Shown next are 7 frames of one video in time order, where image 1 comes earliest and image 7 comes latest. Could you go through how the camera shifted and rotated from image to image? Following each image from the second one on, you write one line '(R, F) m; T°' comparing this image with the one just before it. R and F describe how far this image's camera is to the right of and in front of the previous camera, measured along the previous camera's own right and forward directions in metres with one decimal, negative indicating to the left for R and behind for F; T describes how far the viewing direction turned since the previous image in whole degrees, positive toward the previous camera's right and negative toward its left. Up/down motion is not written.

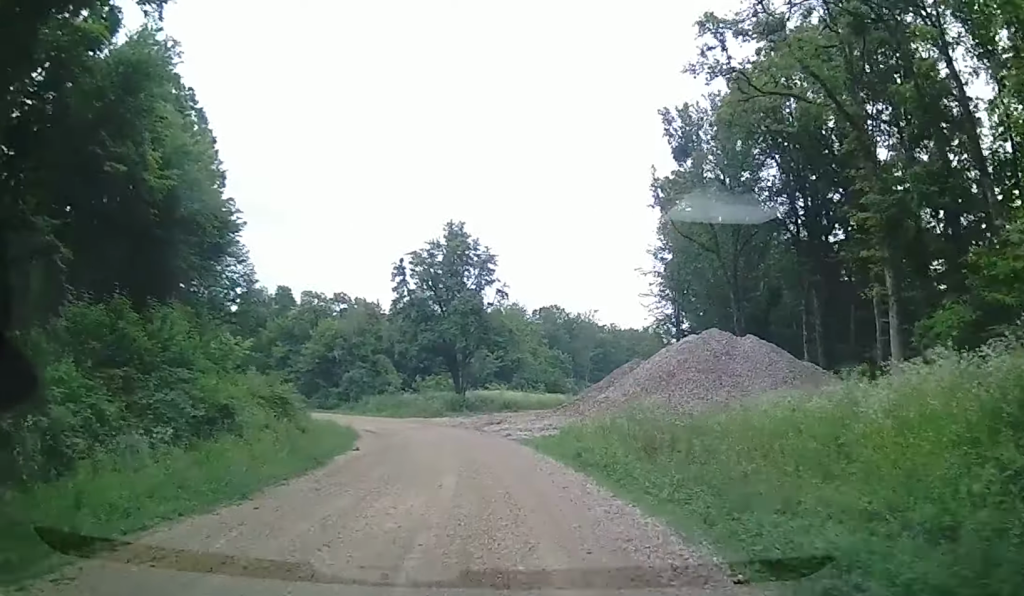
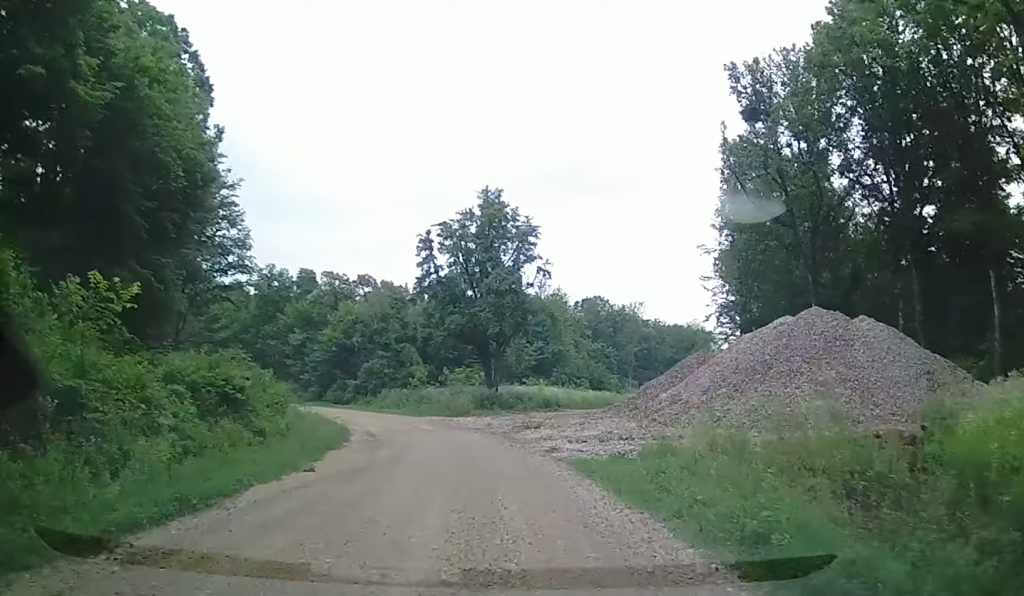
(-0.3, +8.2) m; -12°
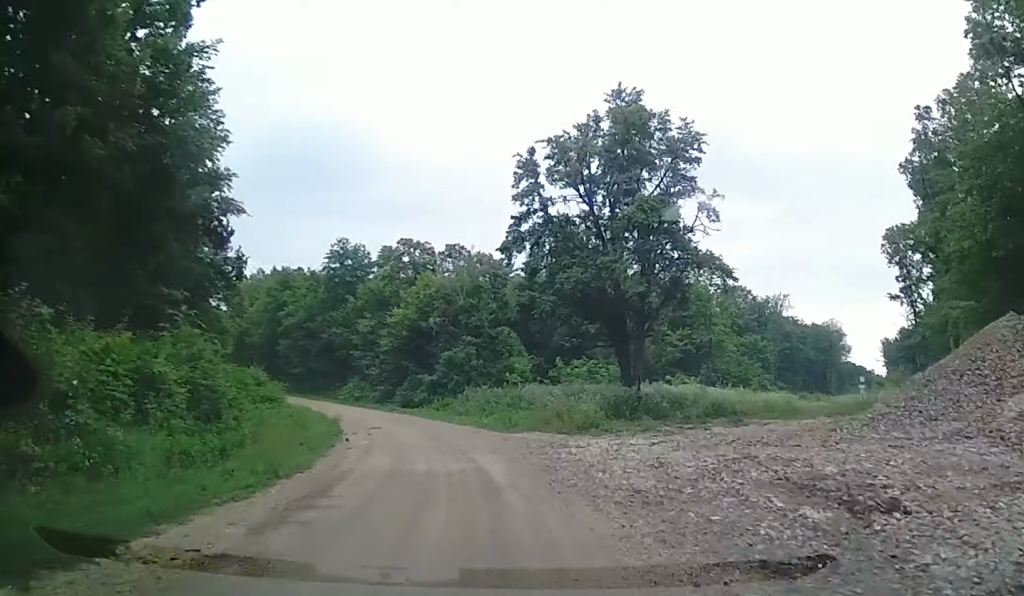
(-2.1, +17.7) m; -4°
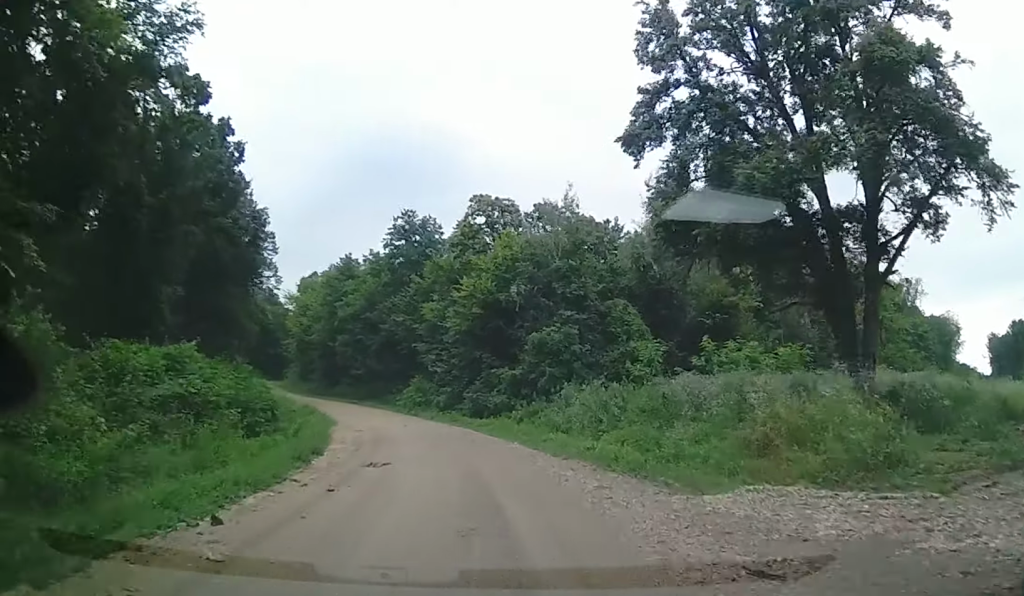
(-1.3, +13.8) m; -12°
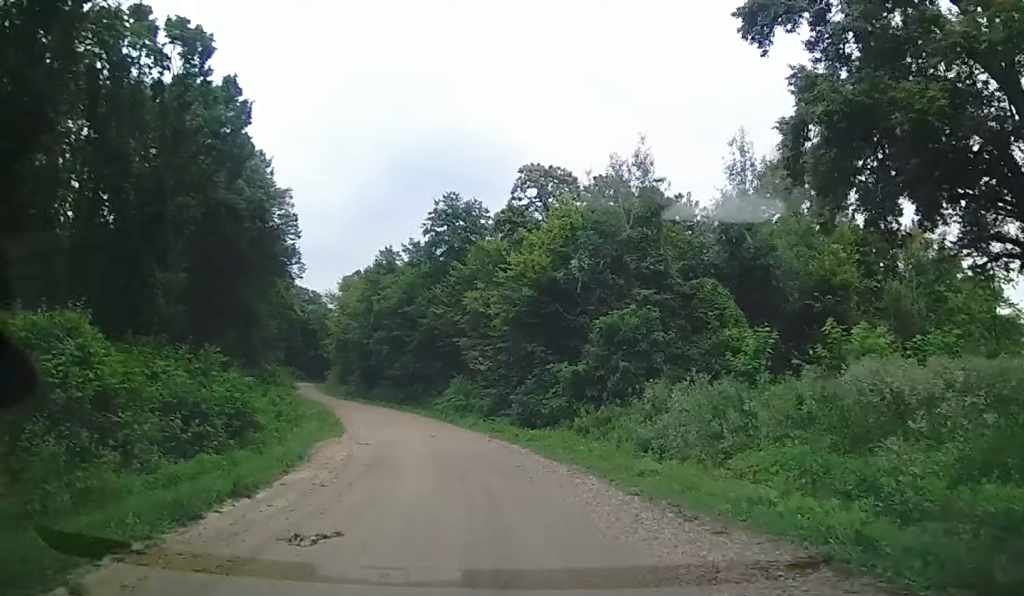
(0.0, +7.0) m; 0°
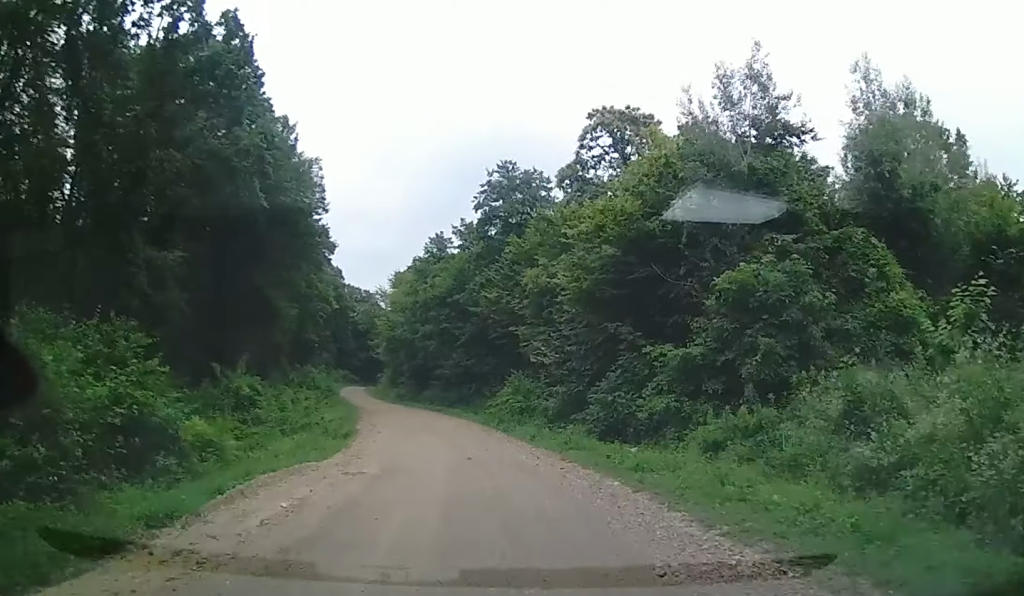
(0.0, +8.1) m; -3°
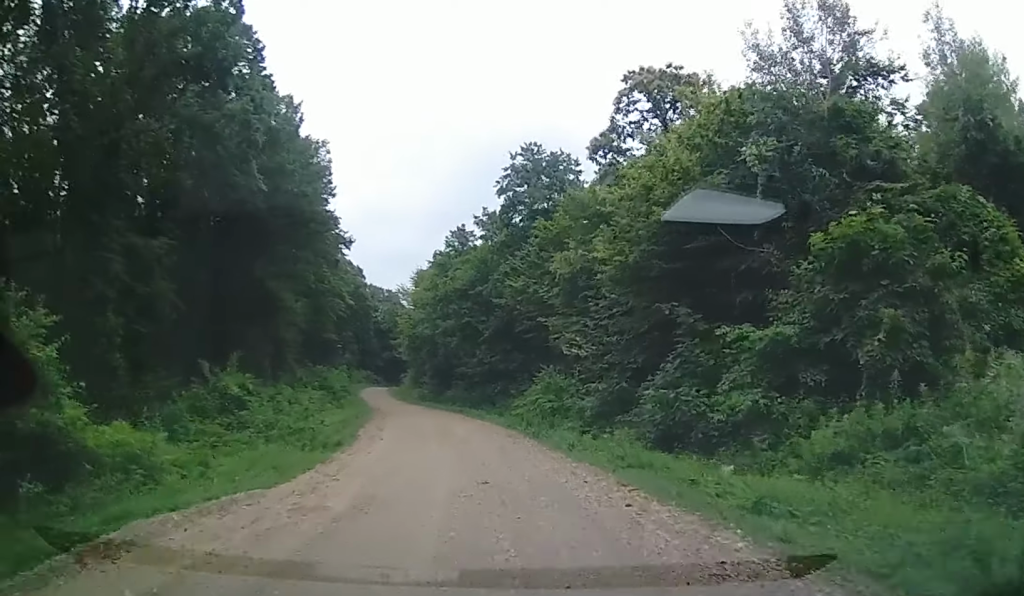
(-0.2, +4.3) m; -2°
